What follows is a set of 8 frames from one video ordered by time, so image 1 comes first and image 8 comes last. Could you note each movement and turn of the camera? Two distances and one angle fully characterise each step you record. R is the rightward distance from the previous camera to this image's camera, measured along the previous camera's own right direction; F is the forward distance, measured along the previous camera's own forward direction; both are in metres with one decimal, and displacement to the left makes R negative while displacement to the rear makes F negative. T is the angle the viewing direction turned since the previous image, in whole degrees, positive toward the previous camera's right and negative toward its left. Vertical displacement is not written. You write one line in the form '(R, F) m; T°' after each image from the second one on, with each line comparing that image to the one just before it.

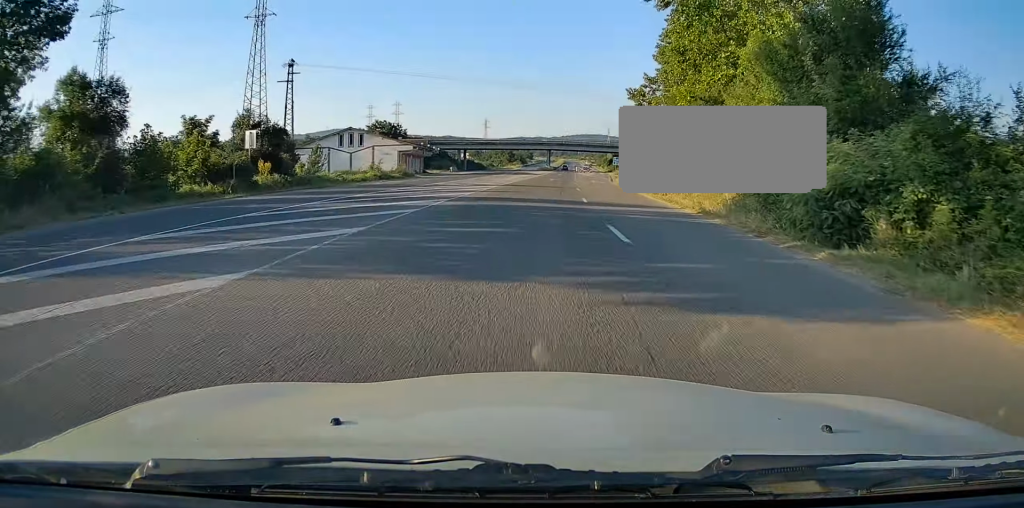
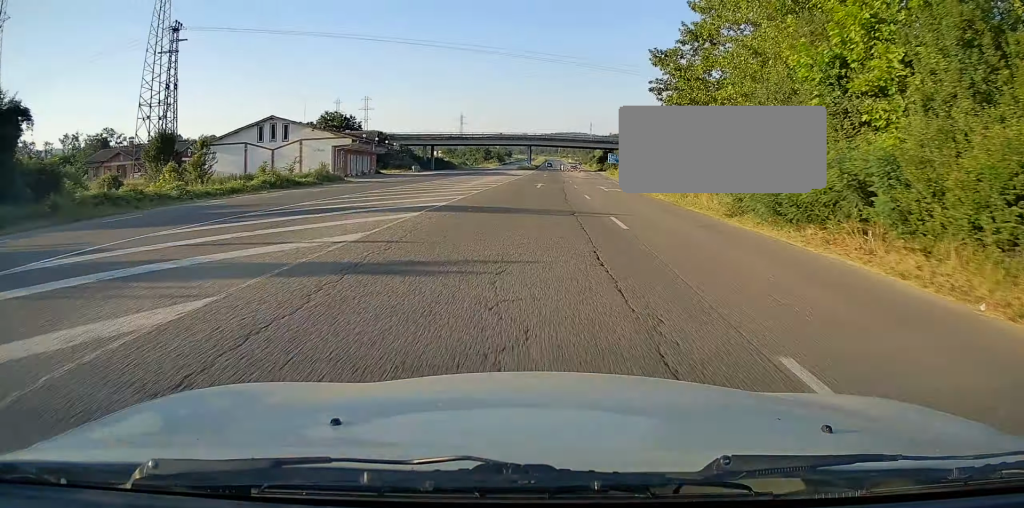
(+0.3, +22.0) m; +1°
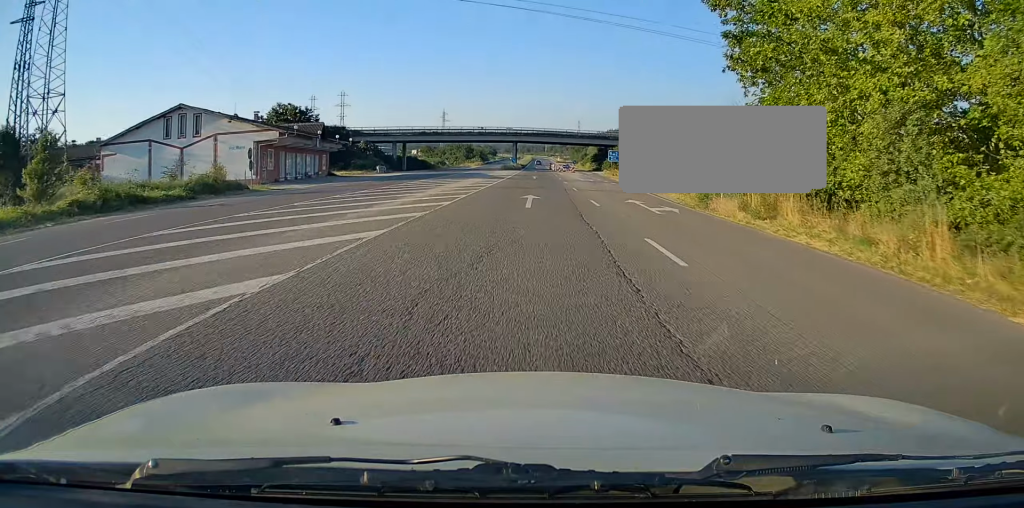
(+0.1, +17.0) m; +1°
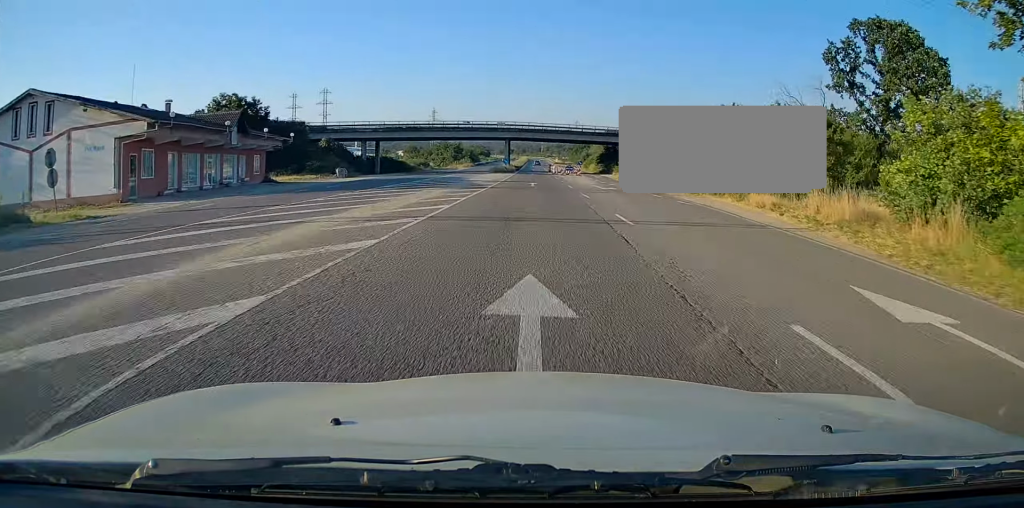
(+0.2, +18.4) m; +1°
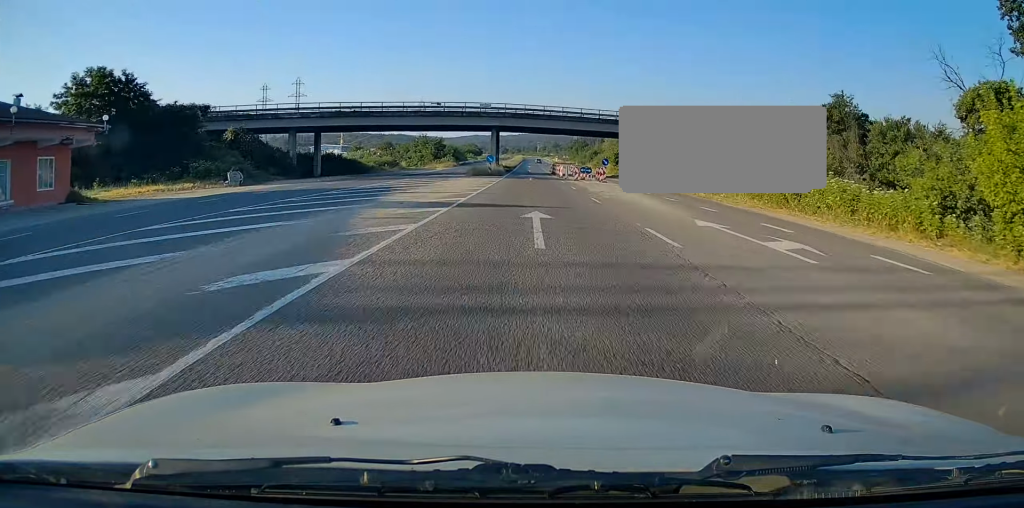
(+0.2, +27.8) m; +1°
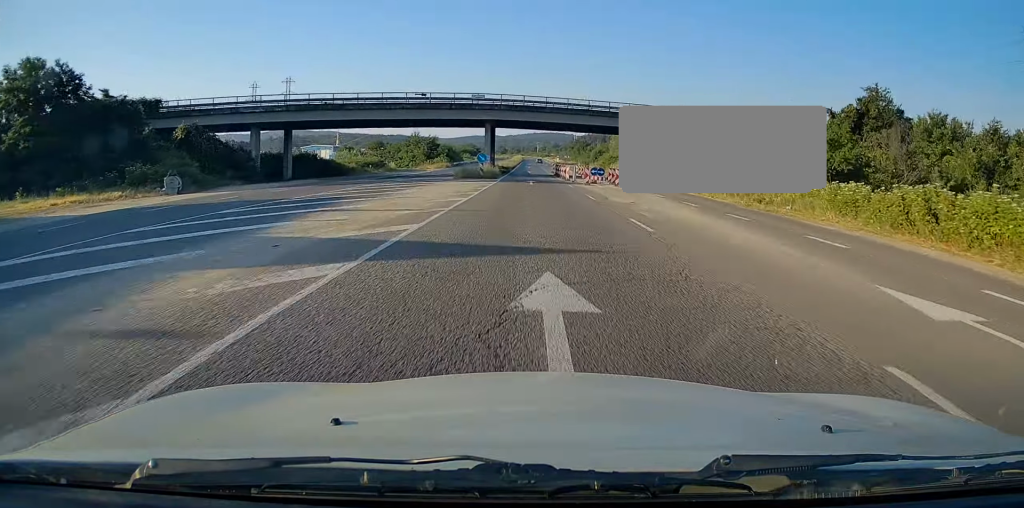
(0.0, +9.4) m; 0°
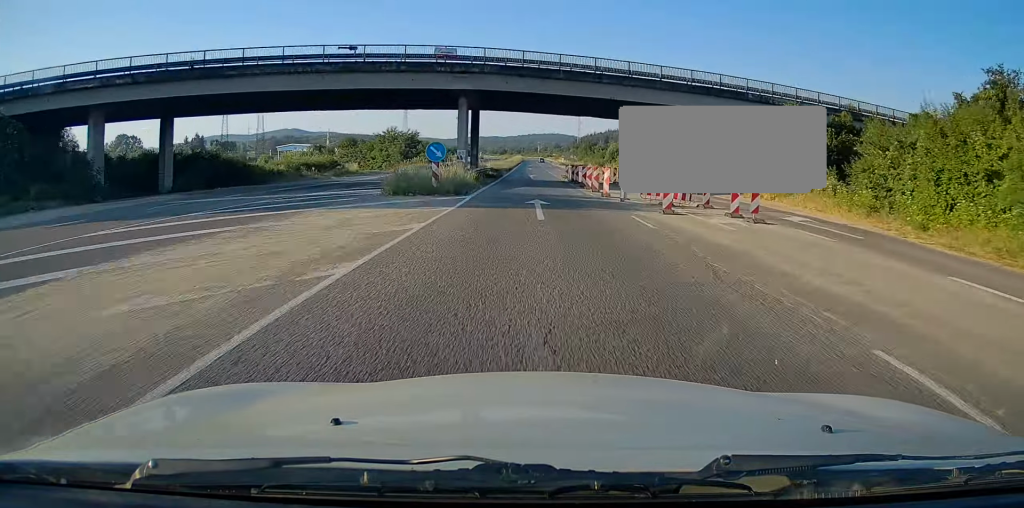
(+0.1, +23.6) m; 0°
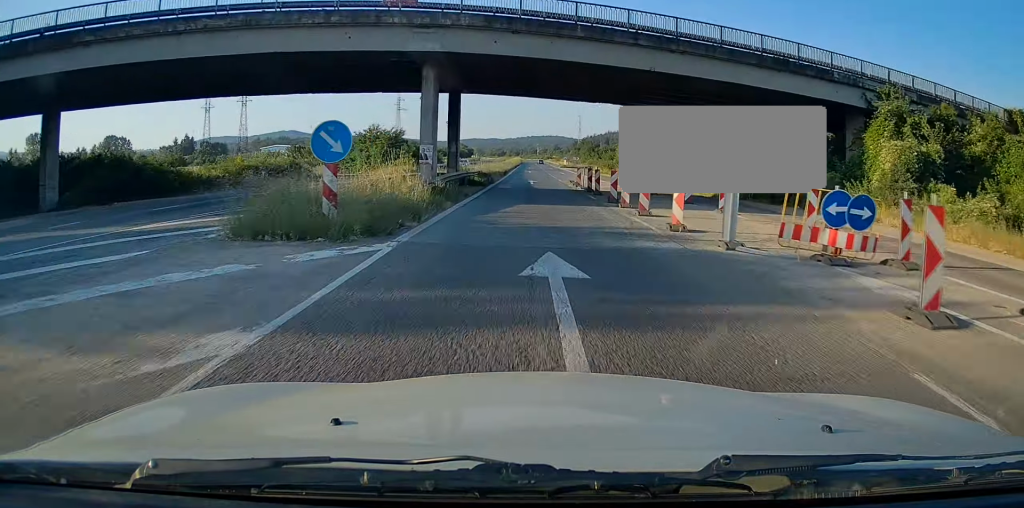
(0.0, +12.4) m; 0°
